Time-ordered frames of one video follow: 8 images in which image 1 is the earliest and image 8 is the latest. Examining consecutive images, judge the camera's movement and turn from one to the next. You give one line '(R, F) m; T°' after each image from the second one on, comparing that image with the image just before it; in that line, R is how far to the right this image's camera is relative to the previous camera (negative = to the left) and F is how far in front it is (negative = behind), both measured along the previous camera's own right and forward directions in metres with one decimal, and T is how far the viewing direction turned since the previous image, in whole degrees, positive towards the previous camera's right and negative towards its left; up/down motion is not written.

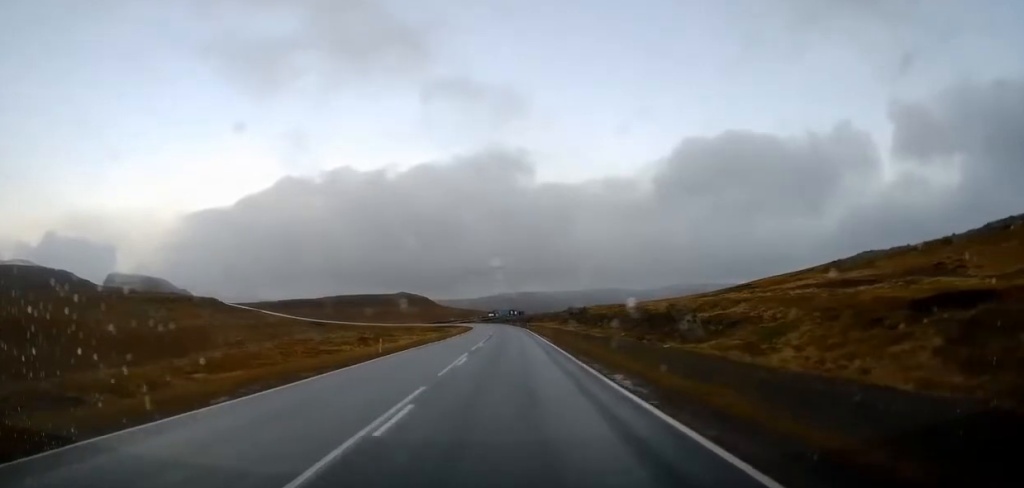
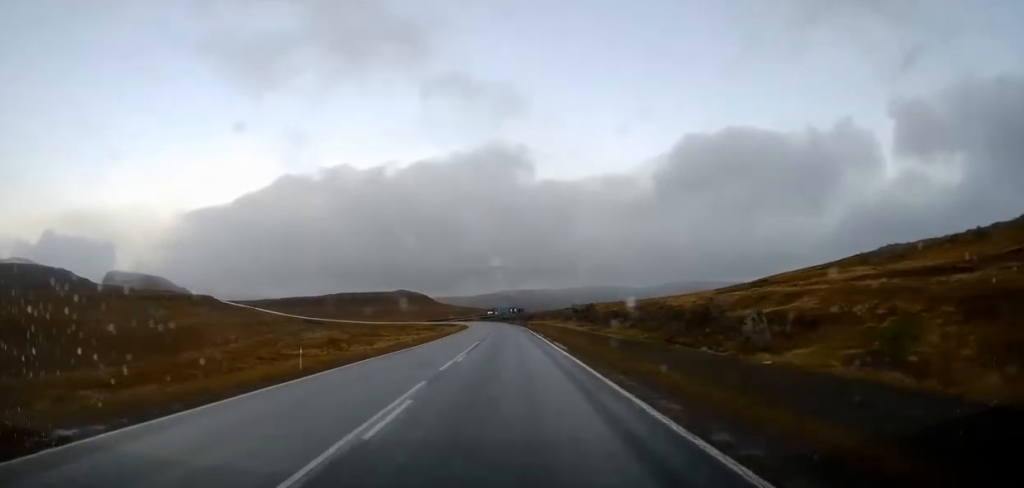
(+0.1, +10.8) m; 0°
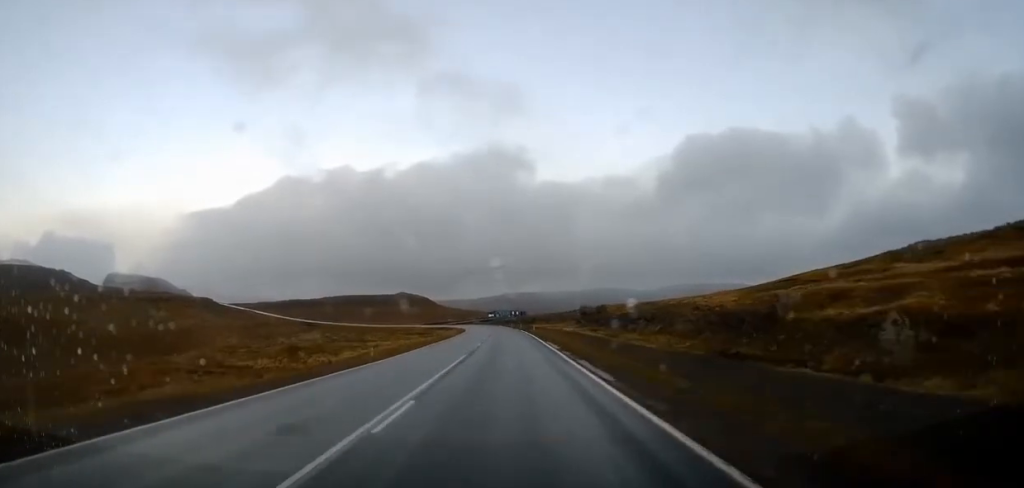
(0.0, +11.3) m; 0°
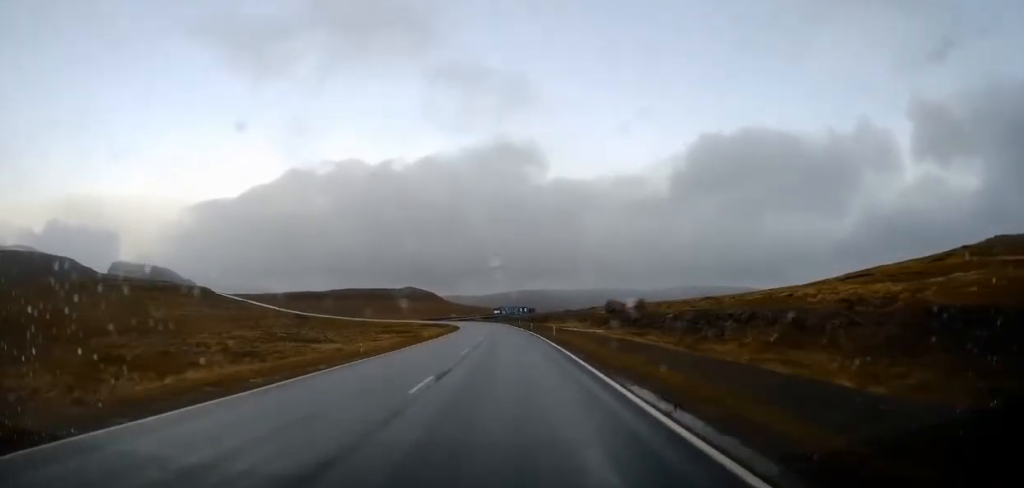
(+0.1, +23.1) m; 0°
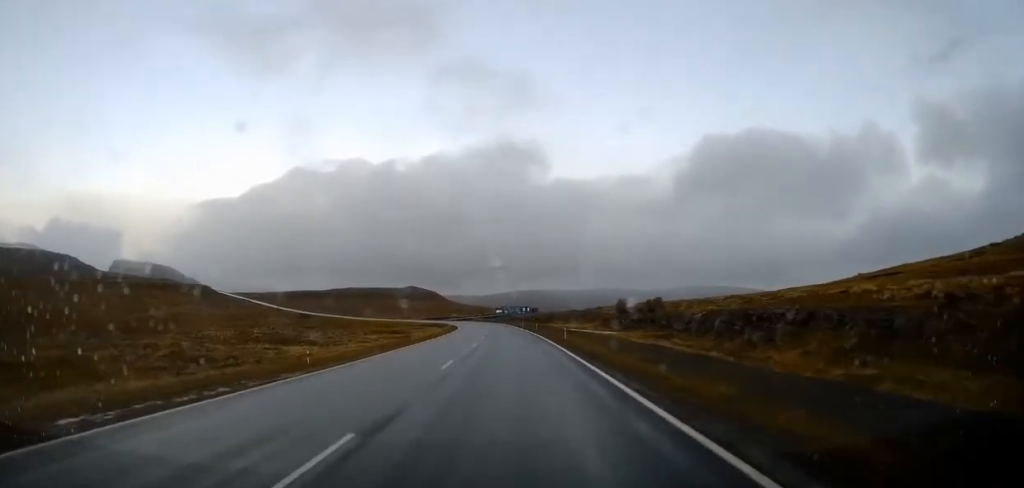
(+0.2, +7.1) m; 0°
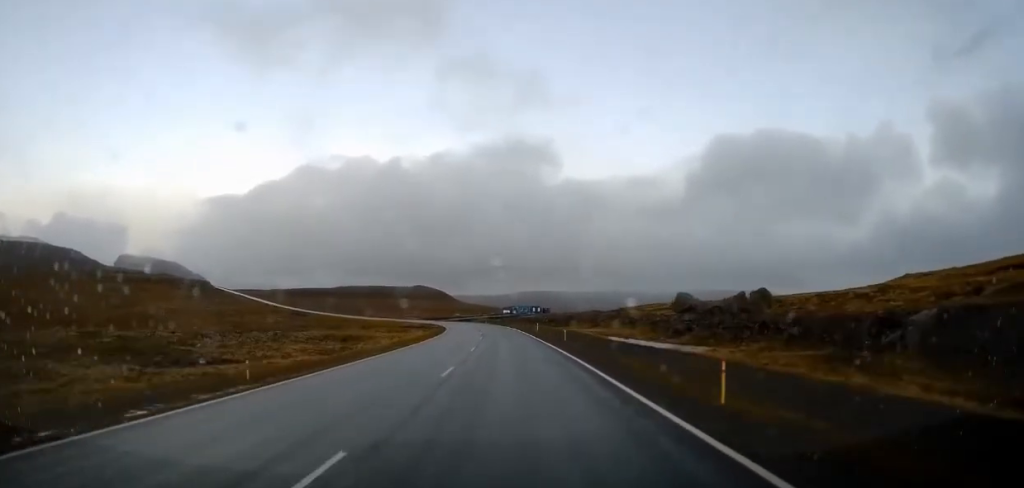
(-0.7, +25.5) m; -1°
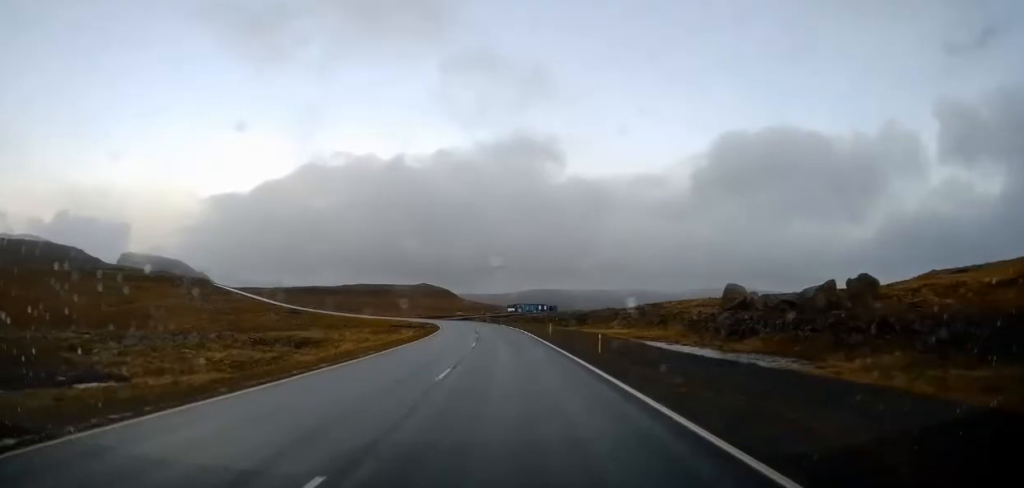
(+0.1, +11.9) m; 0°
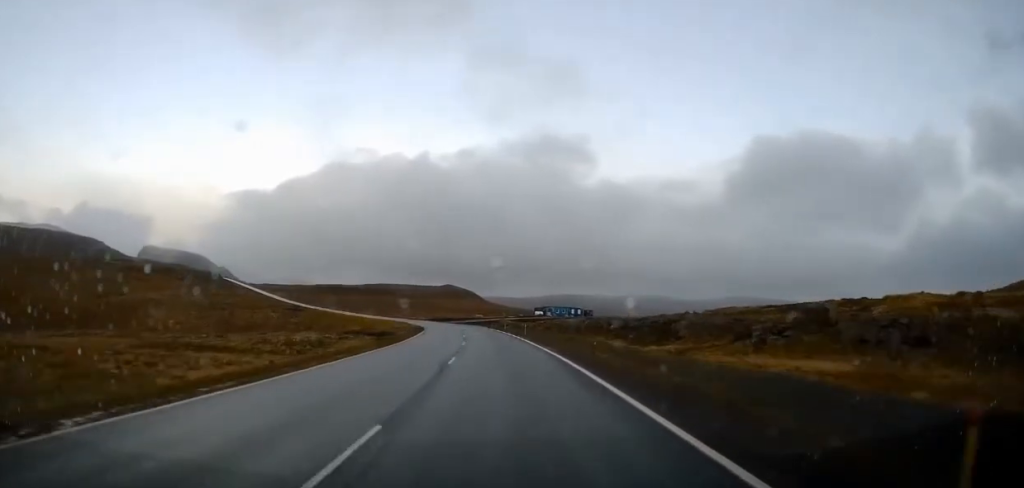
(-0.9, +35.9) m; -3°
